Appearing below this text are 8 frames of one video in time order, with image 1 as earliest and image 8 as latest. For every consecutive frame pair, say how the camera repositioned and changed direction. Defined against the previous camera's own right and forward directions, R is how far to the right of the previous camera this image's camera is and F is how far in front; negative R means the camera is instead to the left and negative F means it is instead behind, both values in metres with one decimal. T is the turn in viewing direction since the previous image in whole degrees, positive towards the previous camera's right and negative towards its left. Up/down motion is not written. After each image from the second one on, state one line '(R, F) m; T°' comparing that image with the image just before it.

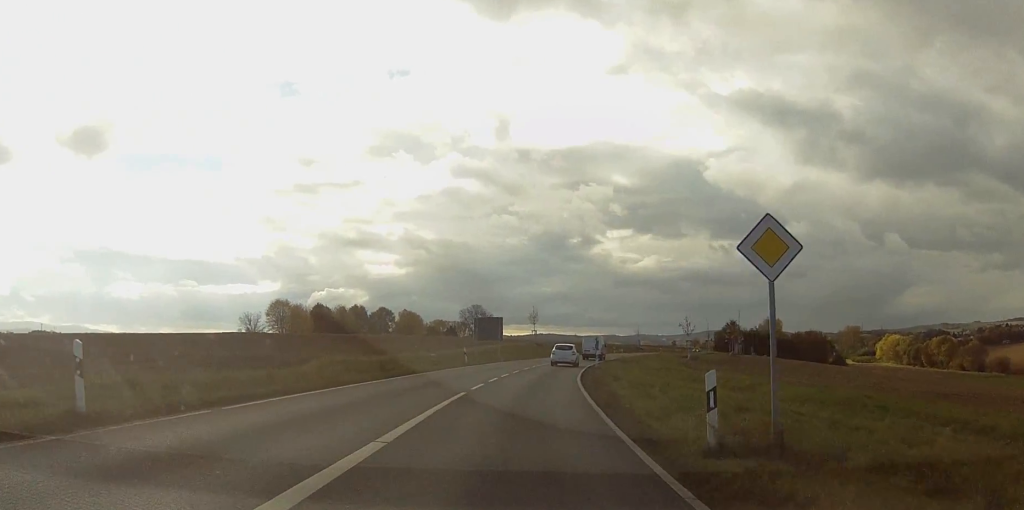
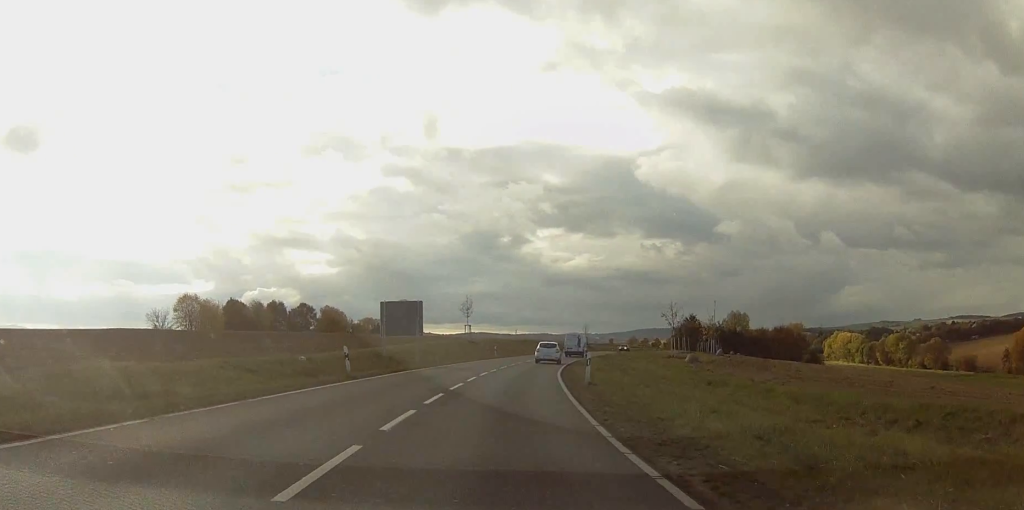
(+0.6, +24.5) m; +4°
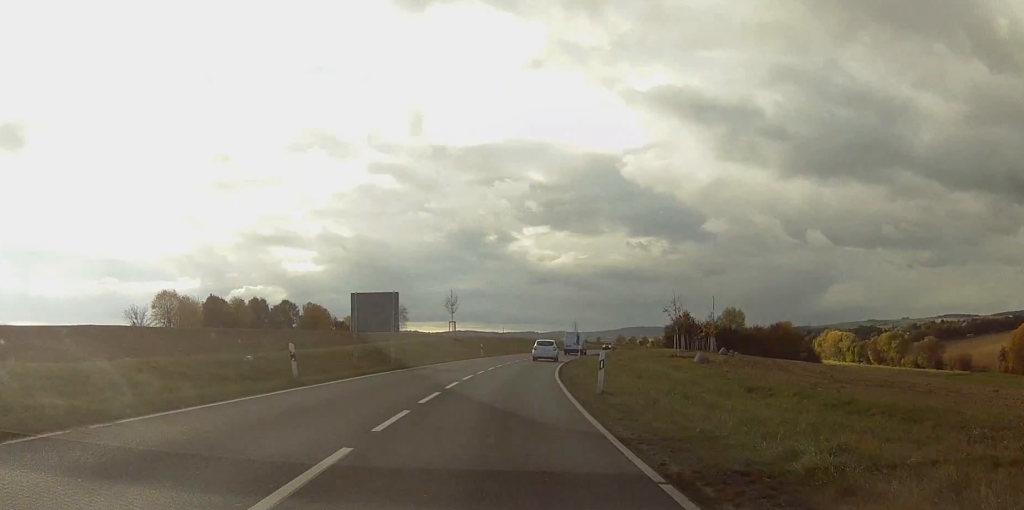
(-0.2, +6.4) m; +2°
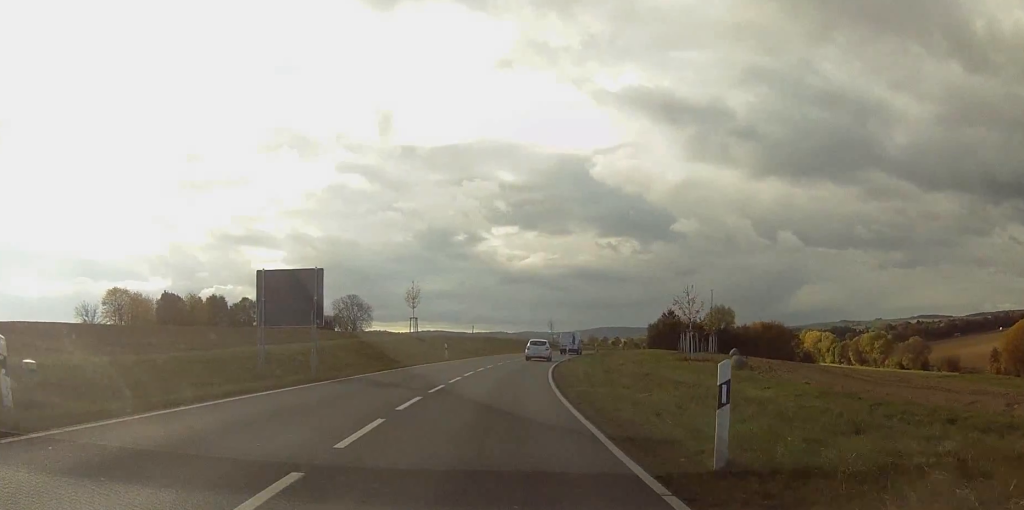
(+0.8, +13.9) m; +2°
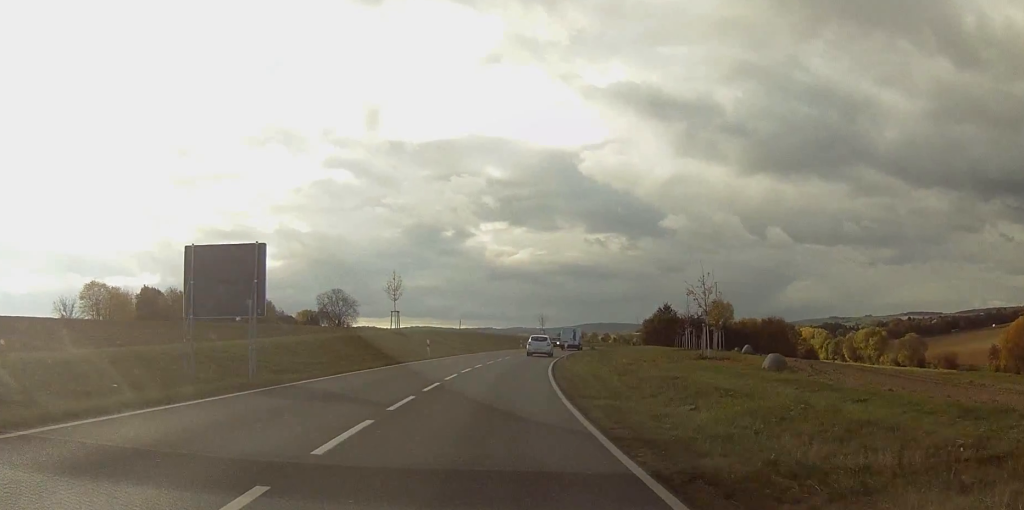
(0.0, +6.9) m; +1°
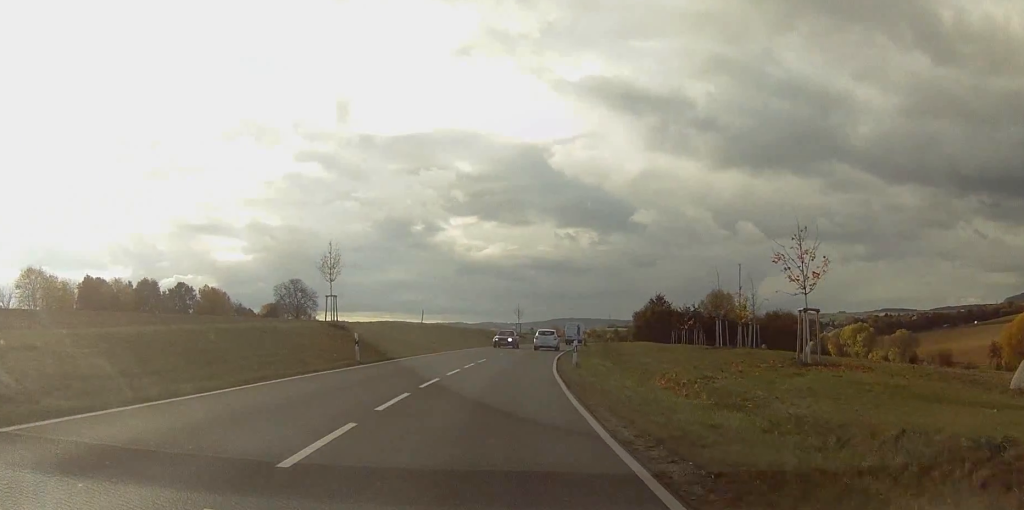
(+0.1, +19.2) m; +2°
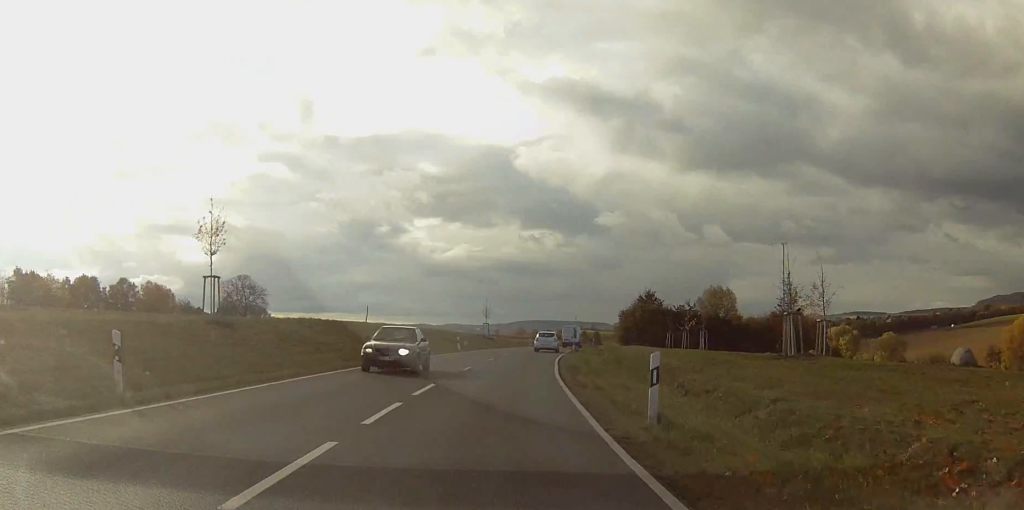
(+0.5, +20.3) m; +3°
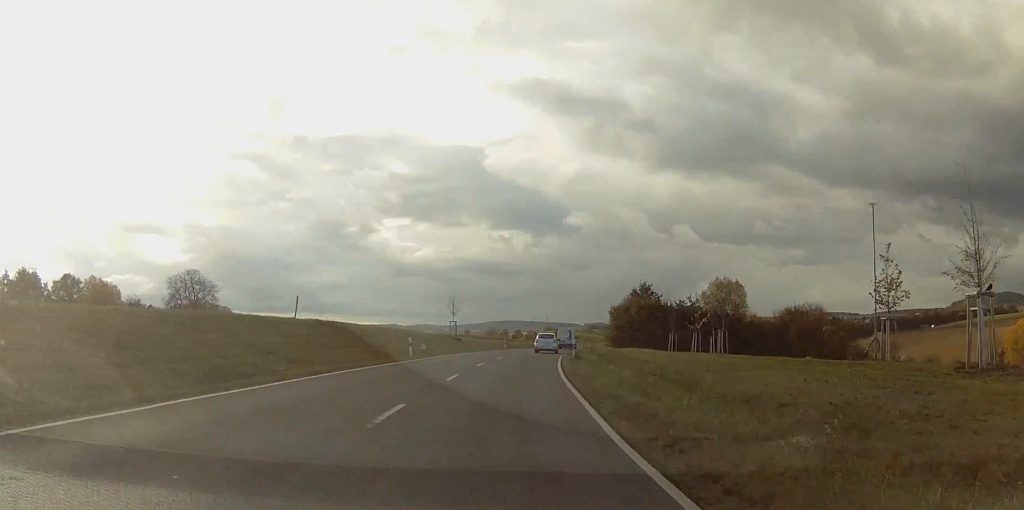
(+0.4, +18.3) m; +2°
